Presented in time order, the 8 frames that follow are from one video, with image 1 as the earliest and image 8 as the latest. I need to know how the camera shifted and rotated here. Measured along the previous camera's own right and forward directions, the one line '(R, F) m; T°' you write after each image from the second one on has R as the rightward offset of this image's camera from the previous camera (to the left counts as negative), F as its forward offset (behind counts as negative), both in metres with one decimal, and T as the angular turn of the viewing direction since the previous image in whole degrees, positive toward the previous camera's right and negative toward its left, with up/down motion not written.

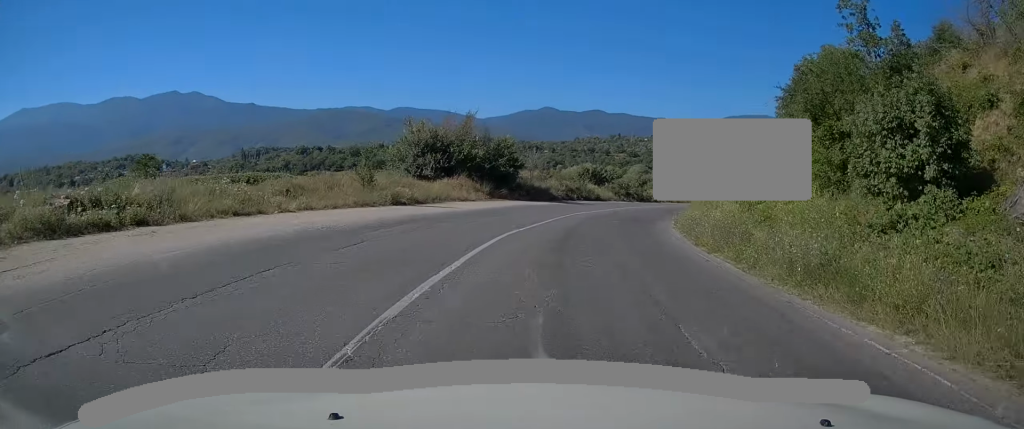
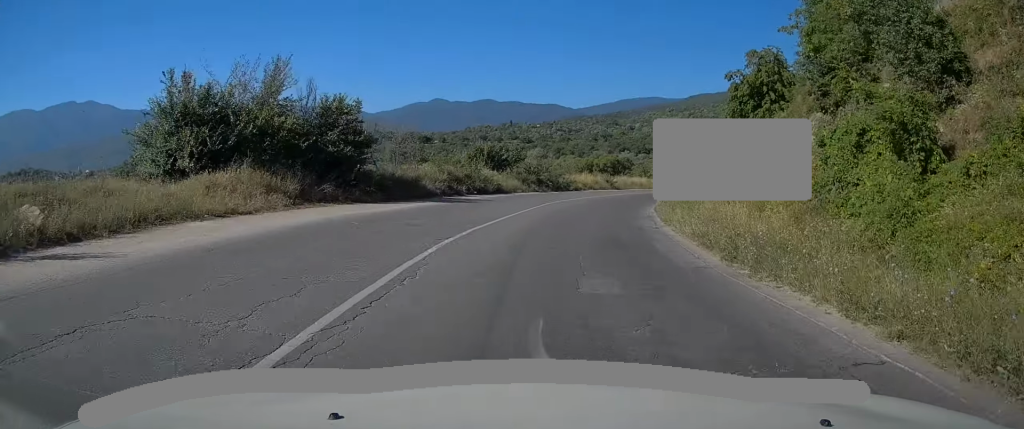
(+1.5, +17.7) m; +9°
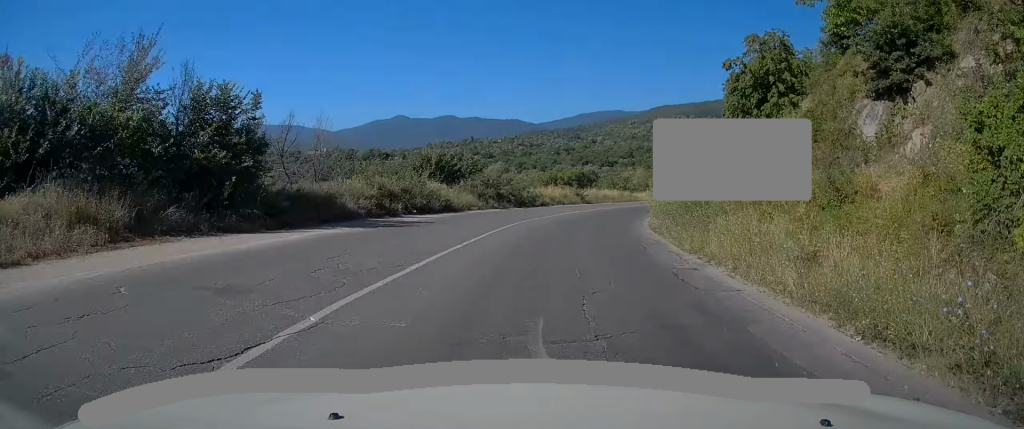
(+0.2, +7.2) m; +3°
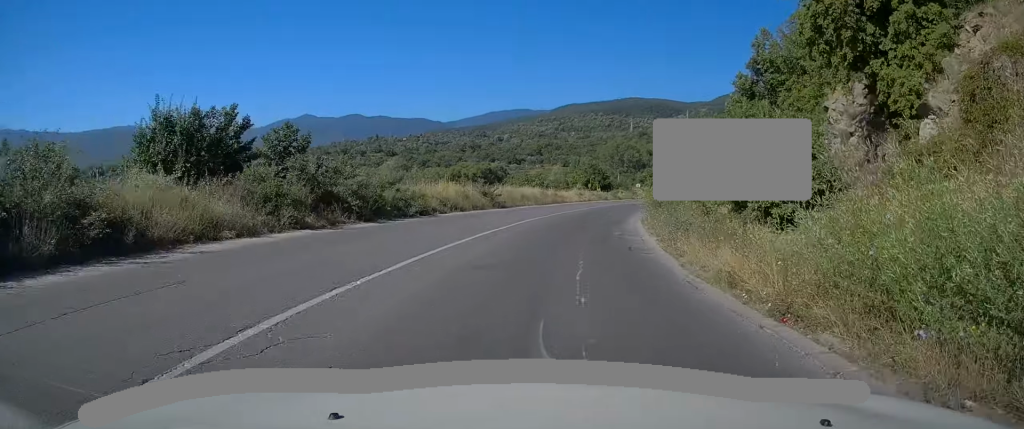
(+1.2, +18.4) m; +9°
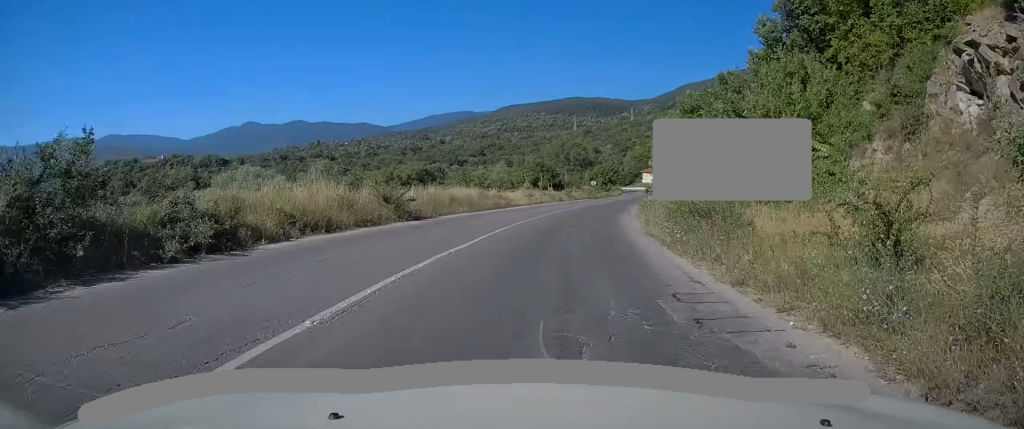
(+0.9, +12.6) m; +6°
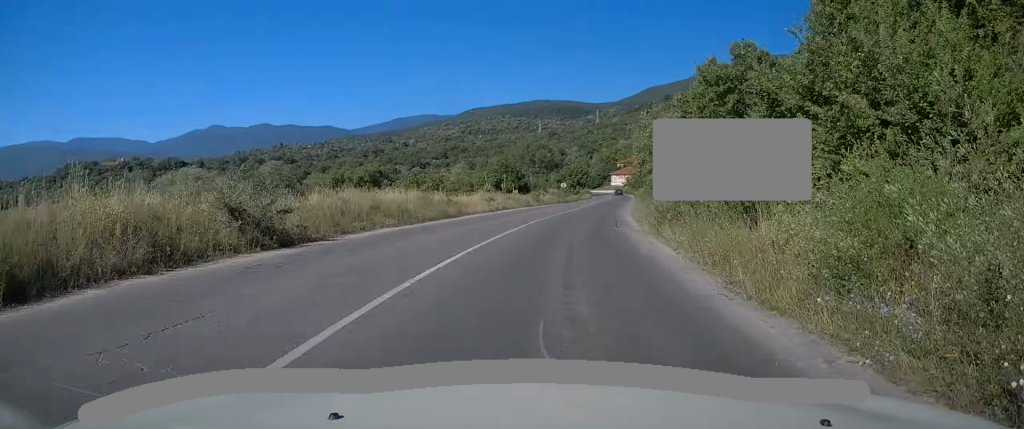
(+0.3, +10.1) m; +2°
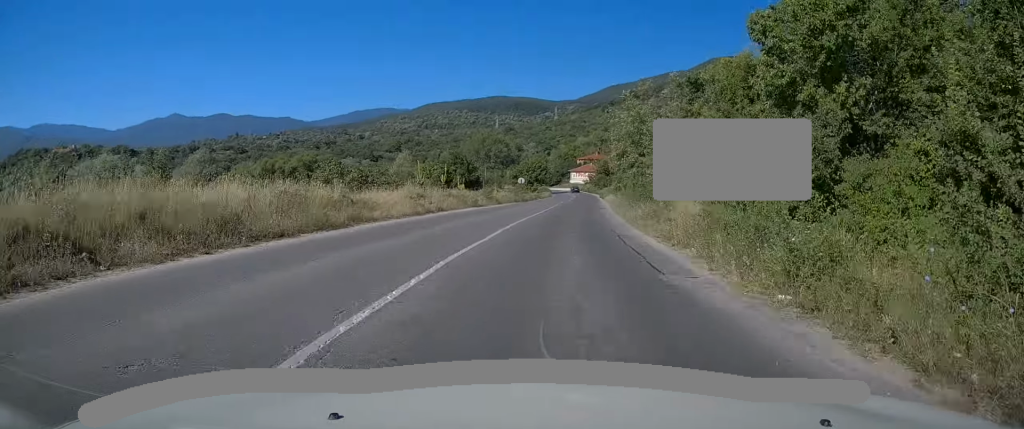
(+0.3, +12.3) m; +3°
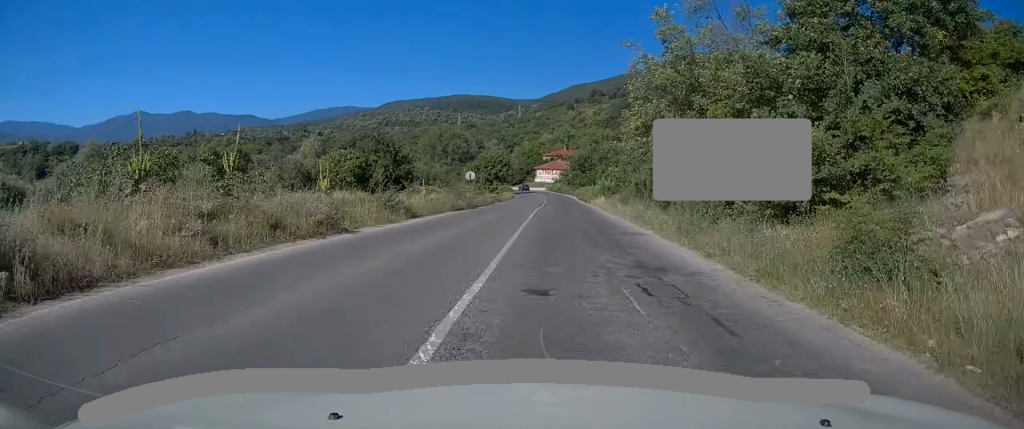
(+1.0, +23.1) m; +4°
